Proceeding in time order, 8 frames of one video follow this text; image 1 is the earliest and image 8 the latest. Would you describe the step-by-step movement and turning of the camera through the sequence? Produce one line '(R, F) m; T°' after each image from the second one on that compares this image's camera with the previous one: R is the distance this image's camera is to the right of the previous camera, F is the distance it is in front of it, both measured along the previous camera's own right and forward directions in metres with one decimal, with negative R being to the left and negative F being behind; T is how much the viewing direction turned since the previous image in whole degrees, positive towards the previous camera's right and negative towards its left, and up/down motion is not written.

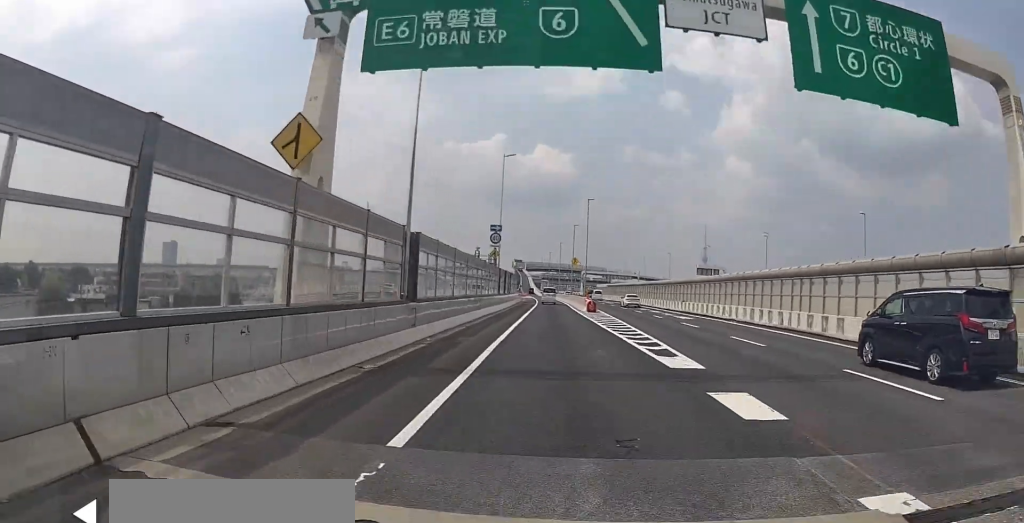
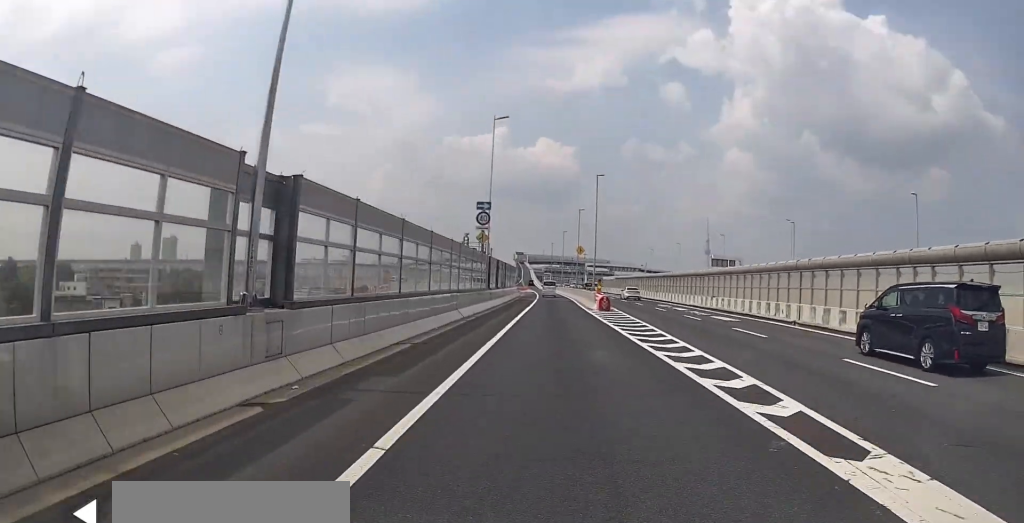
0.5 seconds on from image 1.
(-0.1, +9.8) m; 0°
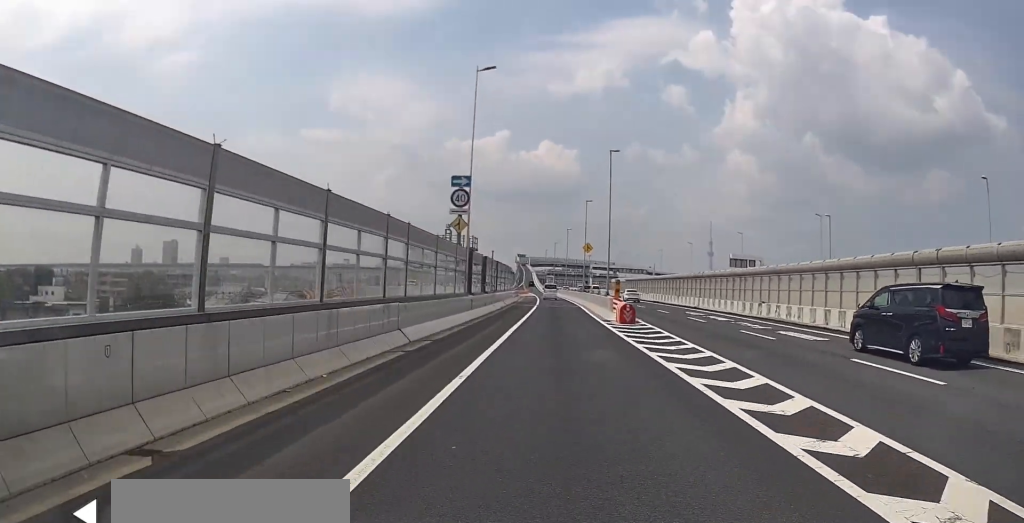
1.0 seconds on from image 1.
(-0.1, +9.7) m; 0°
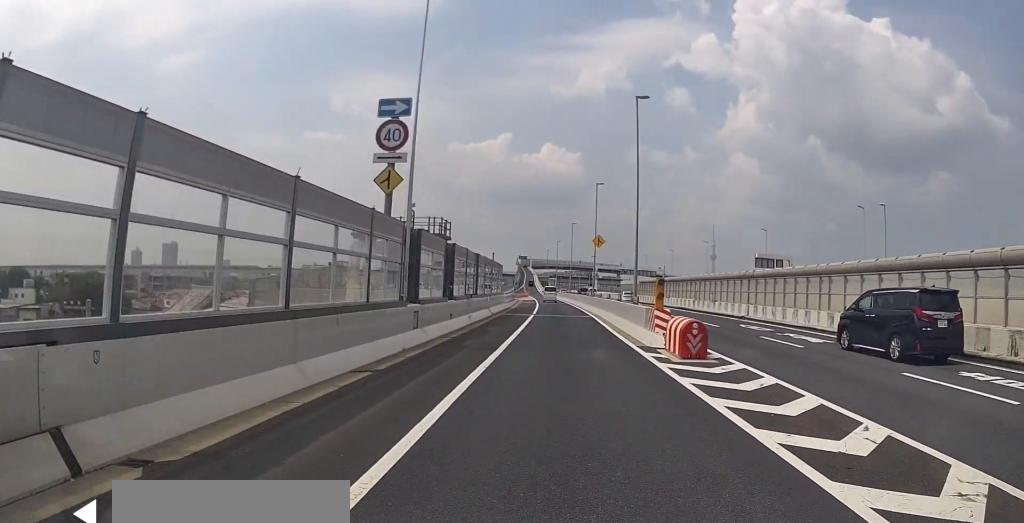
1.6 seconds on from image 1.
(0.0, +12.3) m; 0°
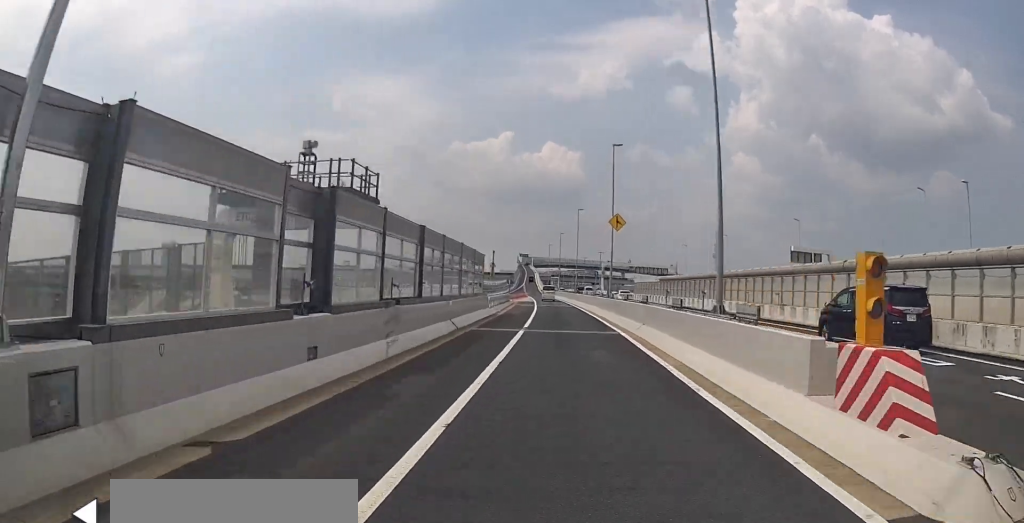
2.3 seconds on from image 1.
(+0.1, +13.4) m; 0°
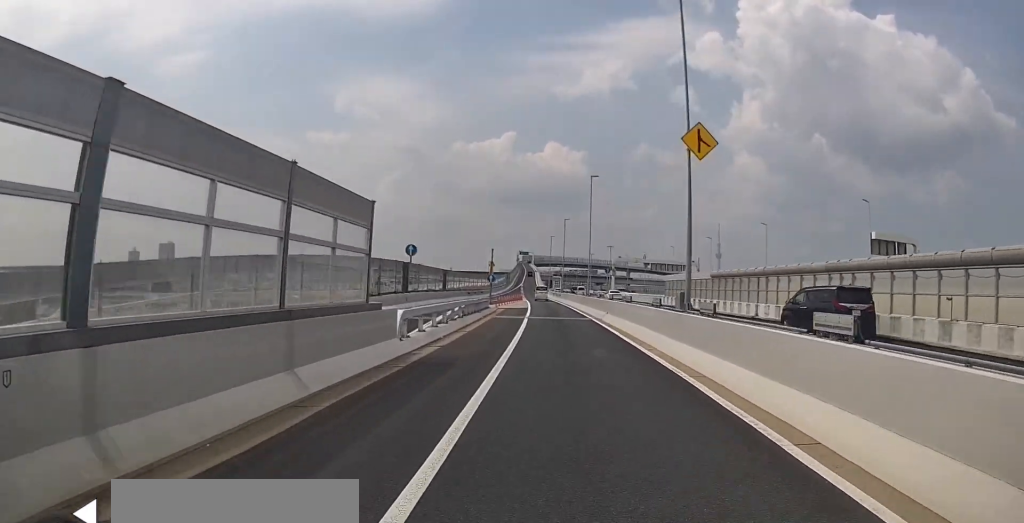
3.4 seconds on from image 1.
(0.0, +20.5) m; 0°
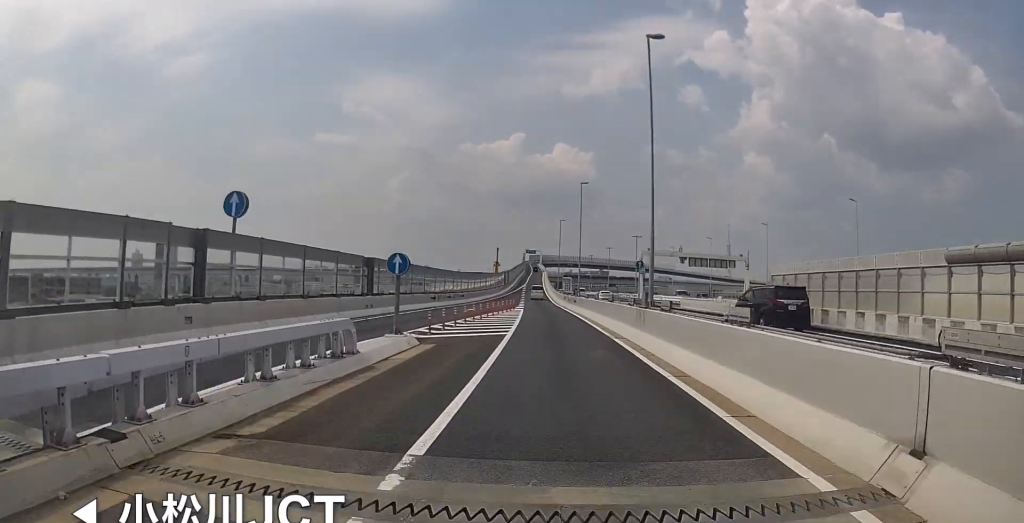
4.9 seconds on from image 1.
(-0.2, +27.4) m; 0°
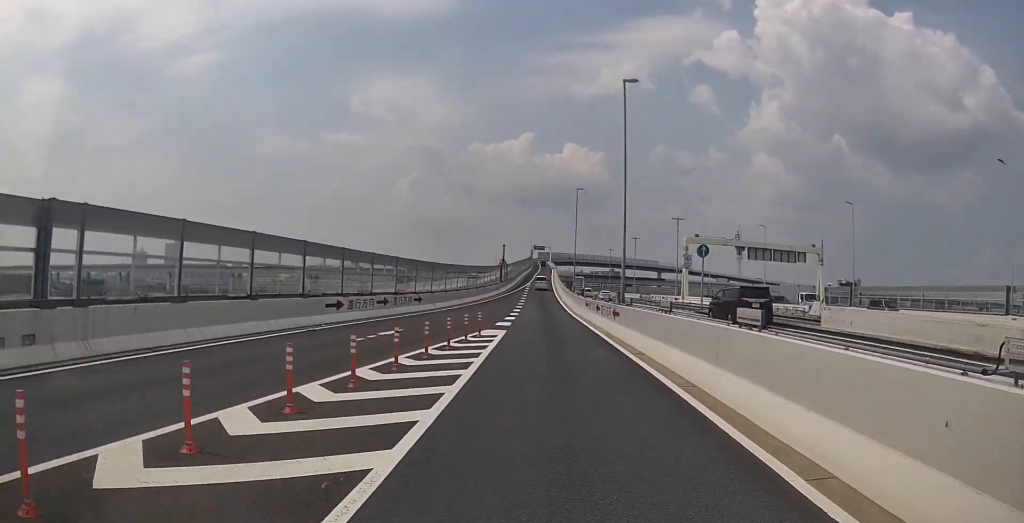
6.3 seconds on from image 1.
(+0.2, +24.0) m; 0°
